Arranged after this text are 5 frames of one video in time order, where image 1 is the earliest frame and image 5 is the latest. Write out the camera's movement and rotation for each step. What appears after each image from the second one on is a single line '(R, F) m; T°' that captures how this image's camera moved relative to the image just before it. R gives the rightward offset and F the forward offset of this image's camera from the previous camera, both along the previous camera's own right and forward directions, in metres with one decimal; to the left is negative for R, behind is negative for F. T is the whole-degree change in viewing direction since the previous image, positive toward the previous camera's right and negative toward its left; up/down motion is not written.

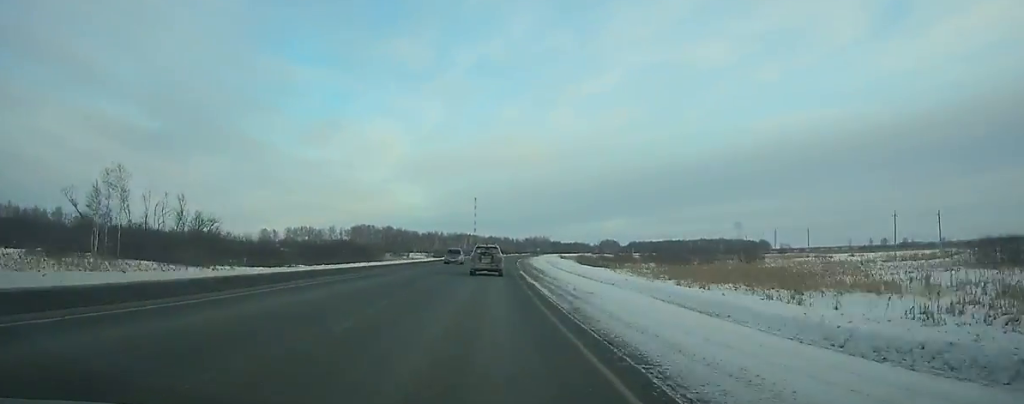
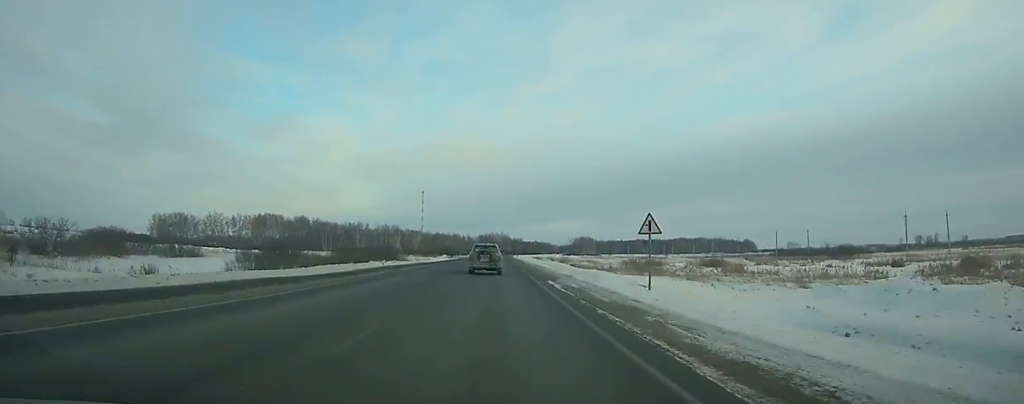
(+5.5, +144.4) m; +4°
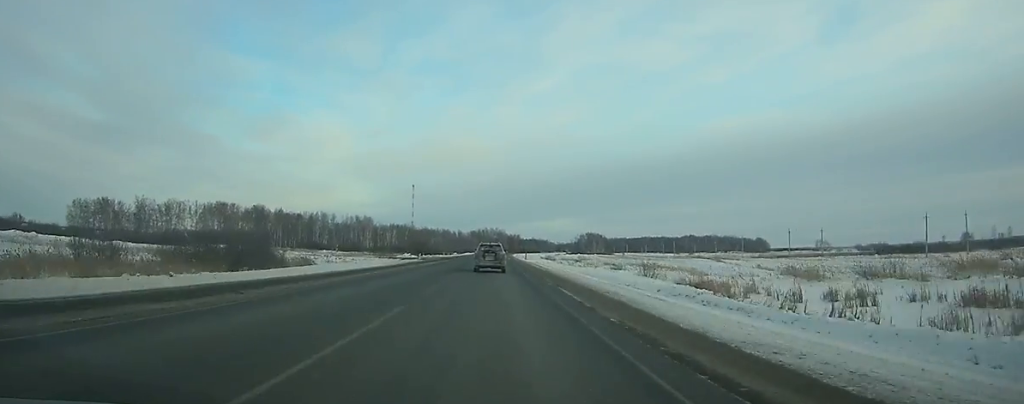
(+0.7, +74.0) m; +1°
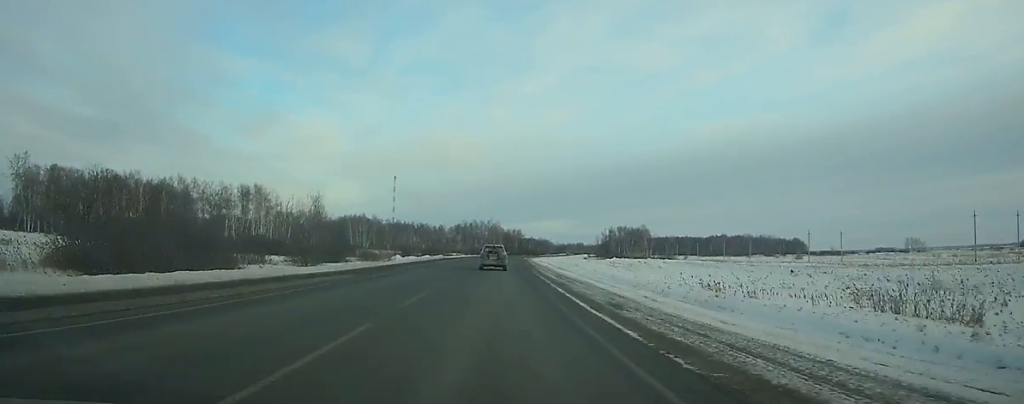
(+0.9, +153.0) m; +1°
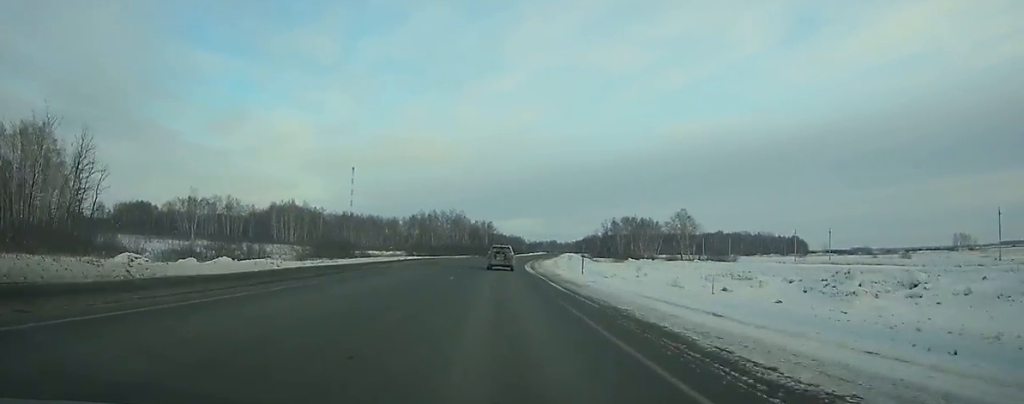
(+1.7, +90.2) m; +3°
